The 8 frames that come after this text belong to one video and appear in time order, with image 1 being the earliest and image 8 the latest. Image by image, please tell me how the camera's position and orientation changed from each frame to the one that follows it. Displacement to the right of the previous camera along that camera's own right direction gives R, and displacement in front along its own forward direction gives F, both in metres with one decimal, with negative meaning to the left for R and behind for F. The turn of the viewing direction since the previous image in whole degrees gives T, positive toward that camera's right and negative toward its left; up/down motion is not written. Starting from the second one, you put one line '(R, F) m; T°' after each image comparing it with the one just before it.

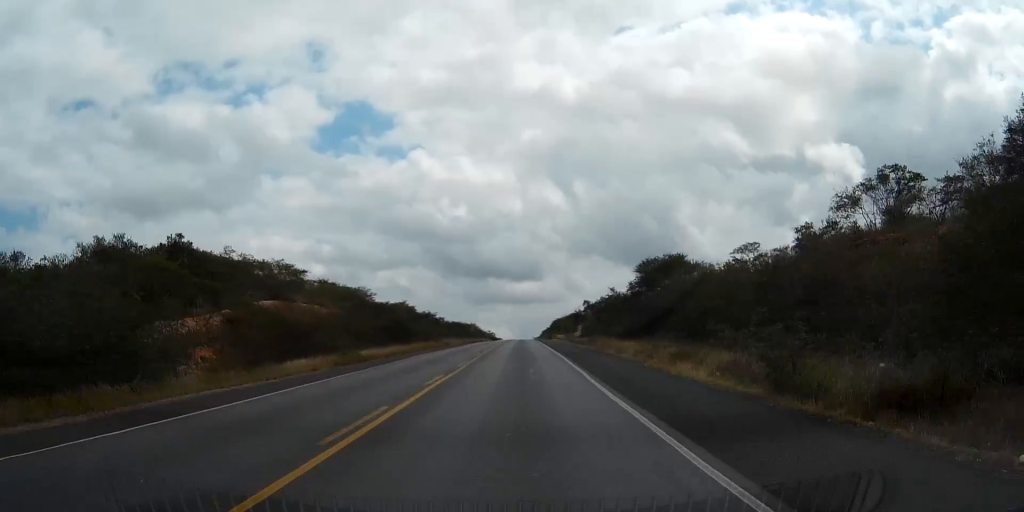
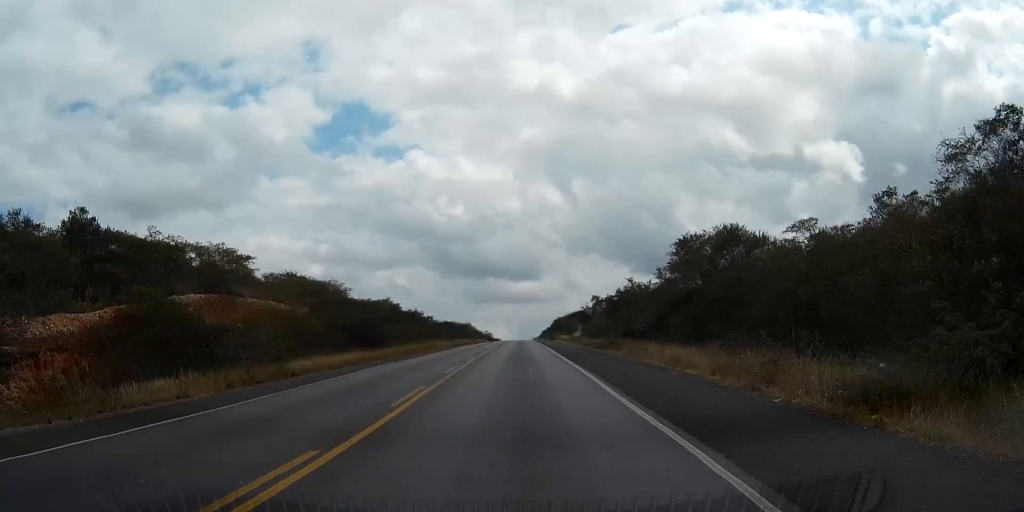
(0.0, +11.9) m; 0°
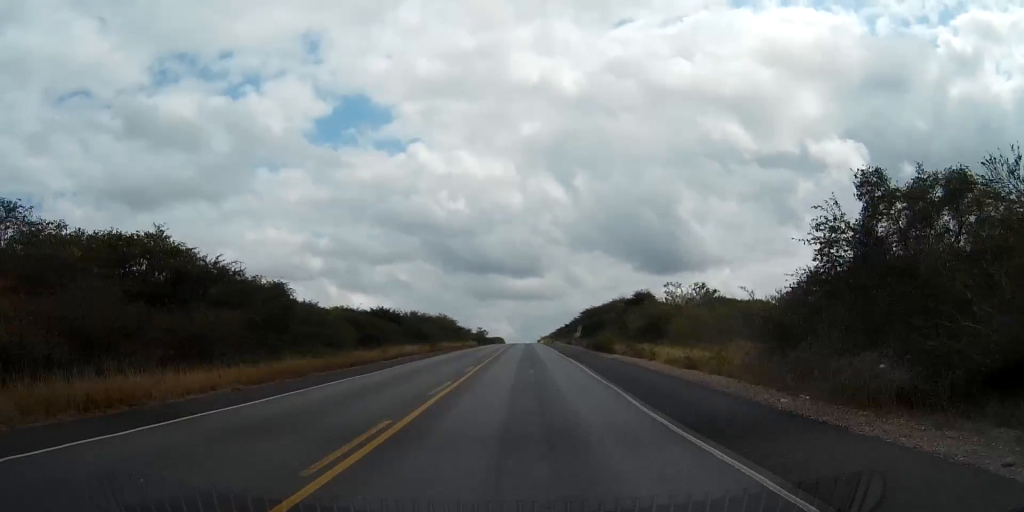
(-0.4, +60.5) m; -1°
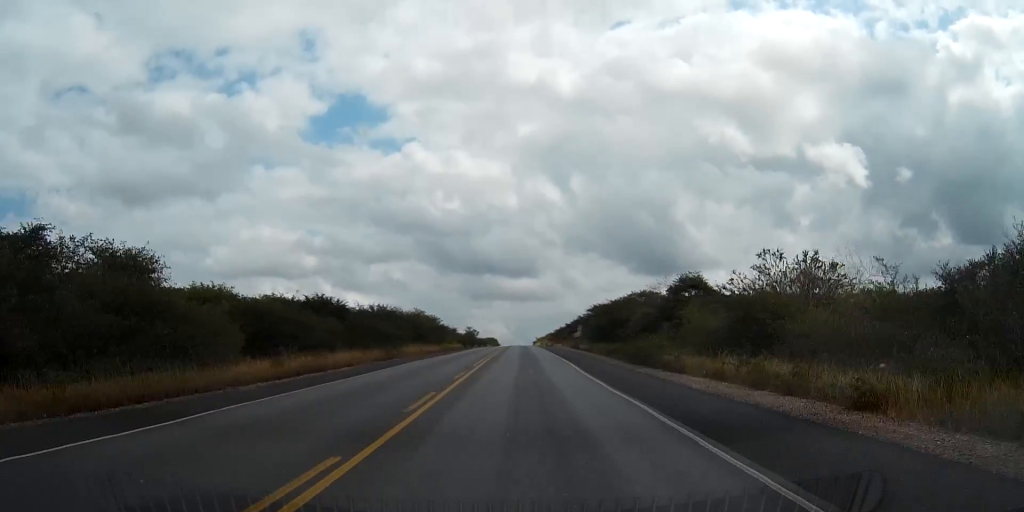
(-0.1, +18.4) m; 0°
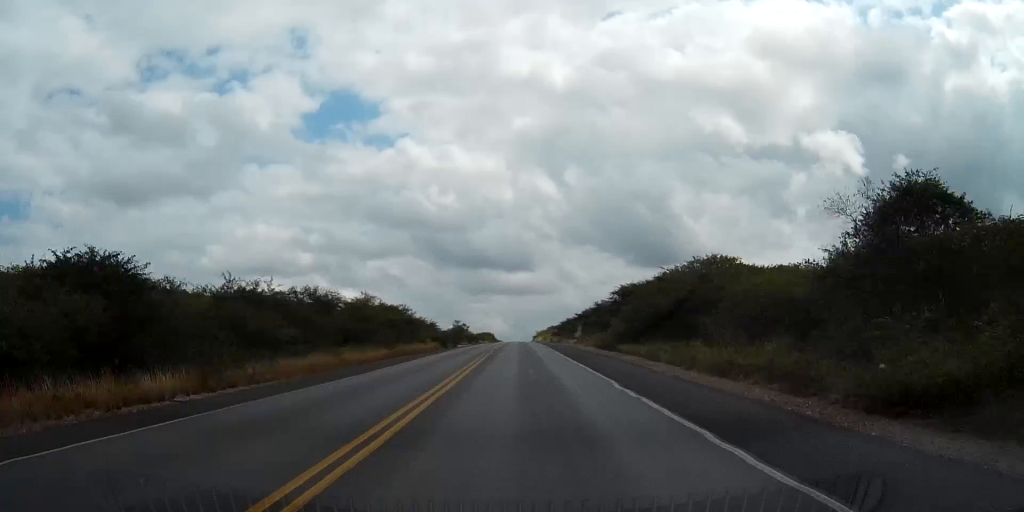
(+0.1, +25.6) m; 0°
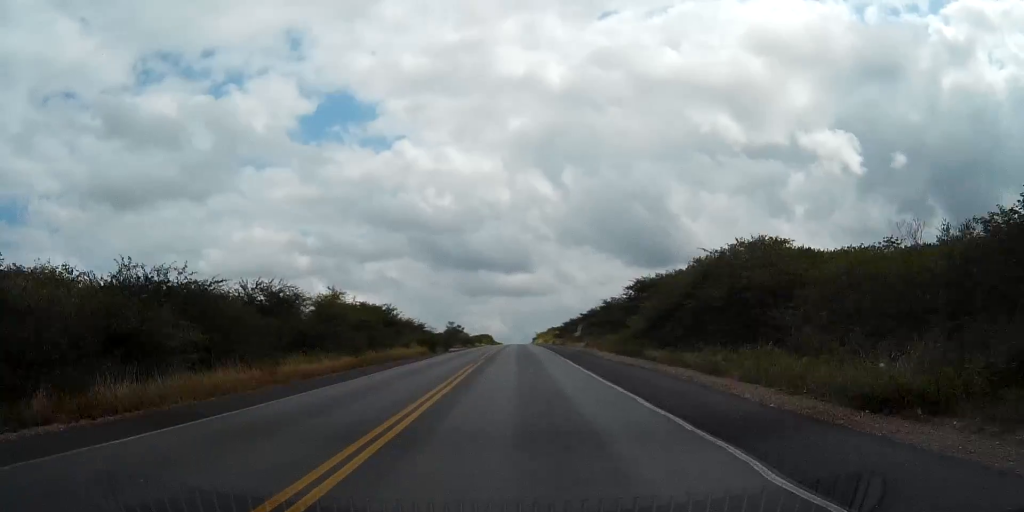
(0.0, +9.1) m; 0°
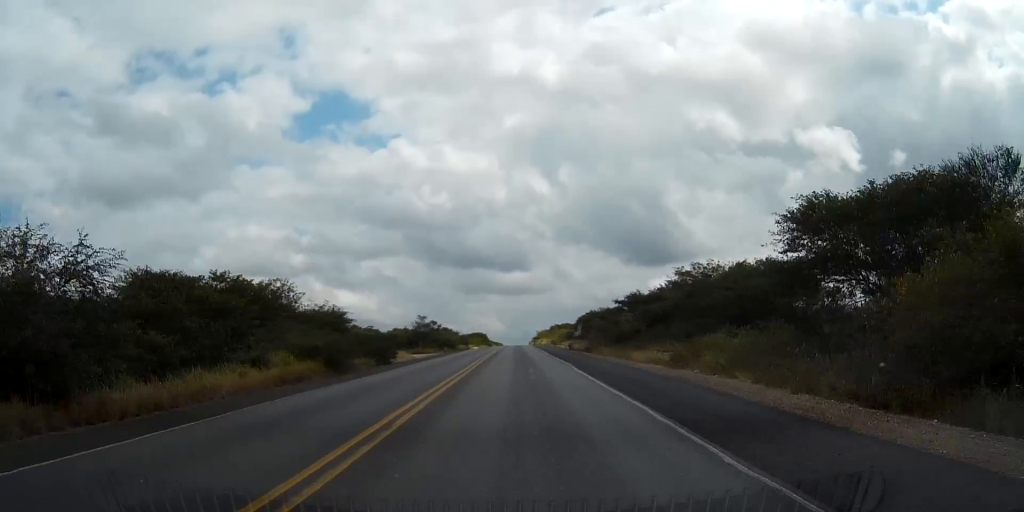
(+0.1, +33.4) m; 0°
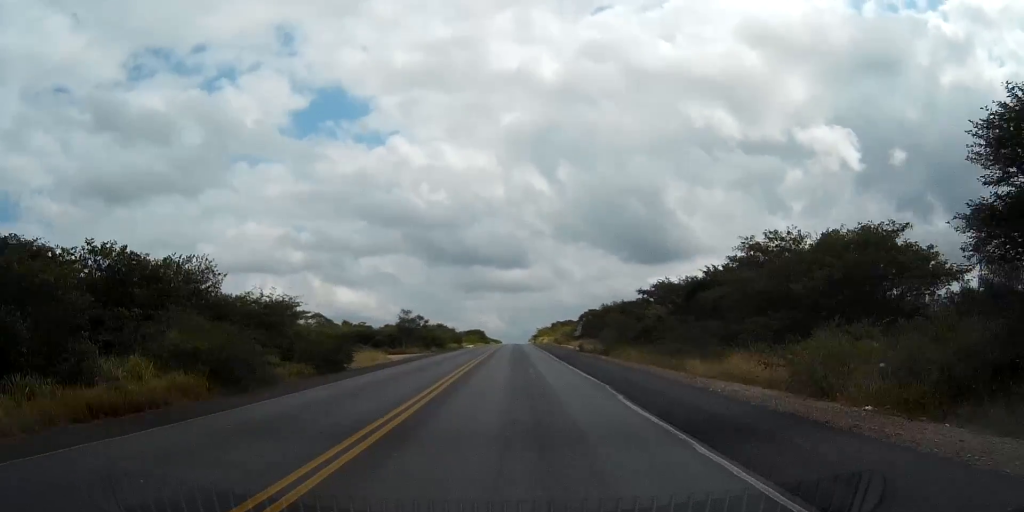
(0.0, +11.4) m; 0°
